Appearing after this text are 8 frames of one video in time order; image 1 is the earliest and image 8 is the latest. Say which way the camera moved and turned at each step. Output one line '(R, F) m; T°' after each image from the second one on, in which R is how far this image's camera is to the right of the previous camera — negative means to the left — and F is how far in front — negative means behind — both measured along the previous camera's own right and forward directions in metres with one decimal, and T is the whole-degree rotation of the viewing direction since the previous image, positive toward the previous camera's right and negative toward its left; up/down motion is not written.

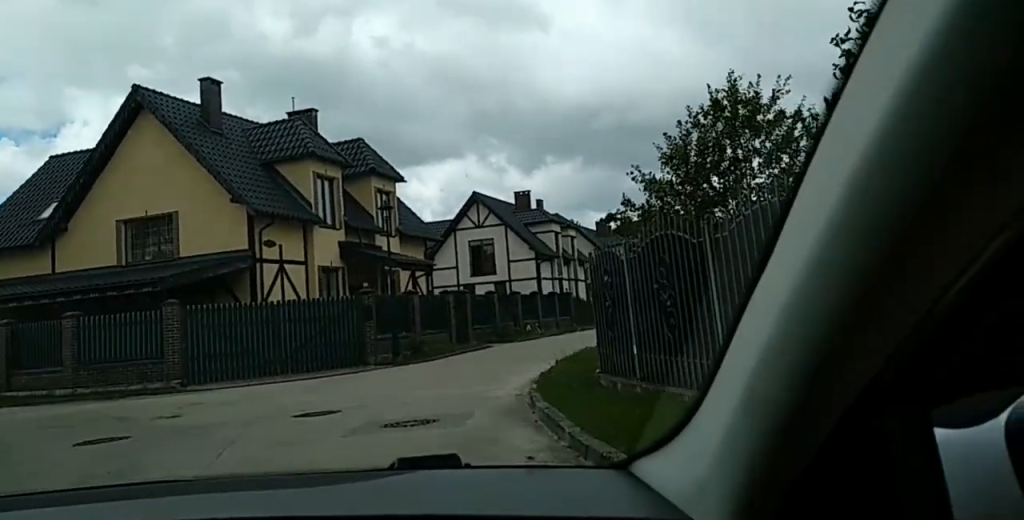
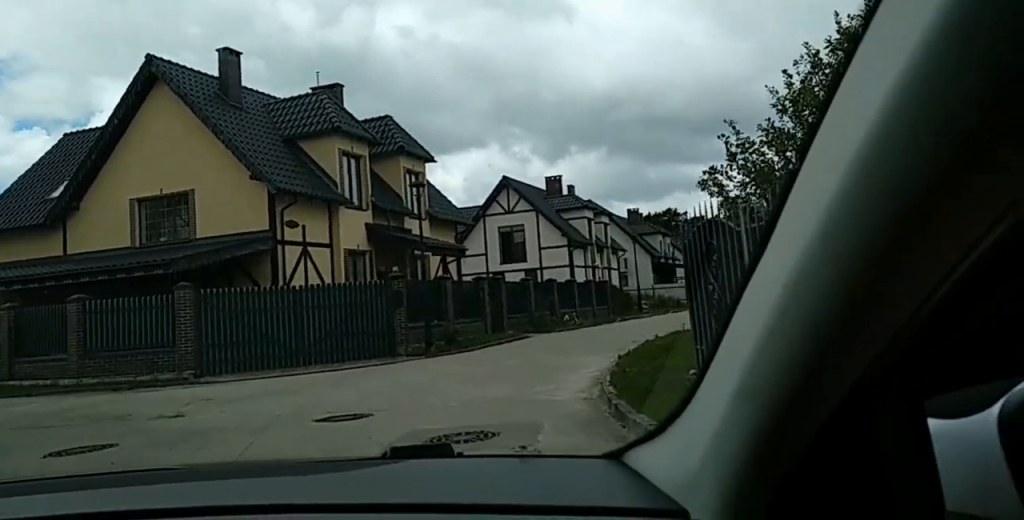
(+0.1, +2.0) m; -1°
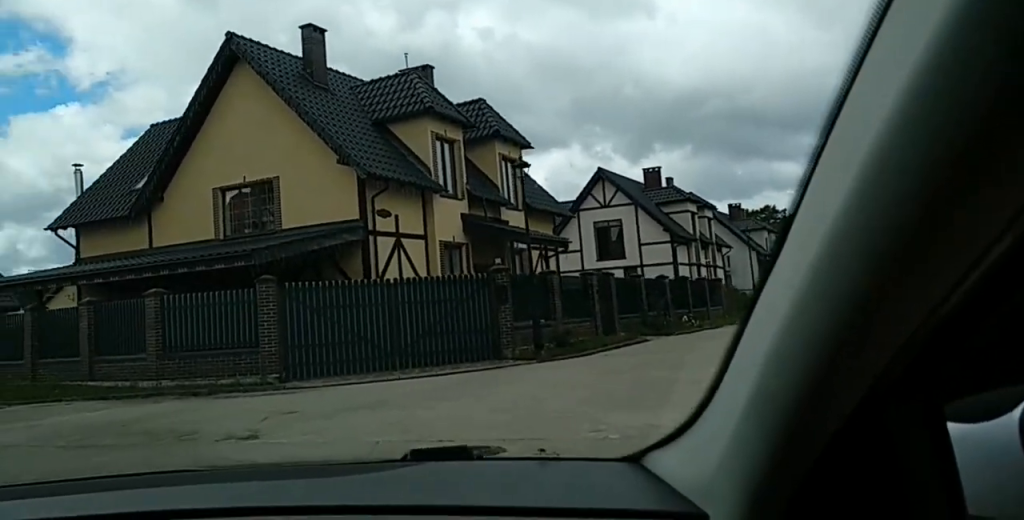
(-0.2, +2.5) m; -9°
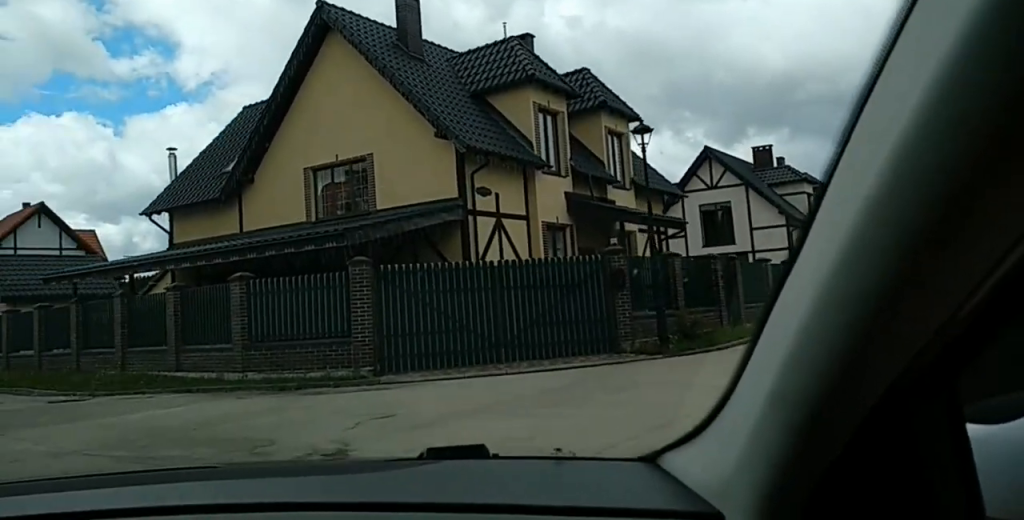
(+0.1, +1.9) m; -7°
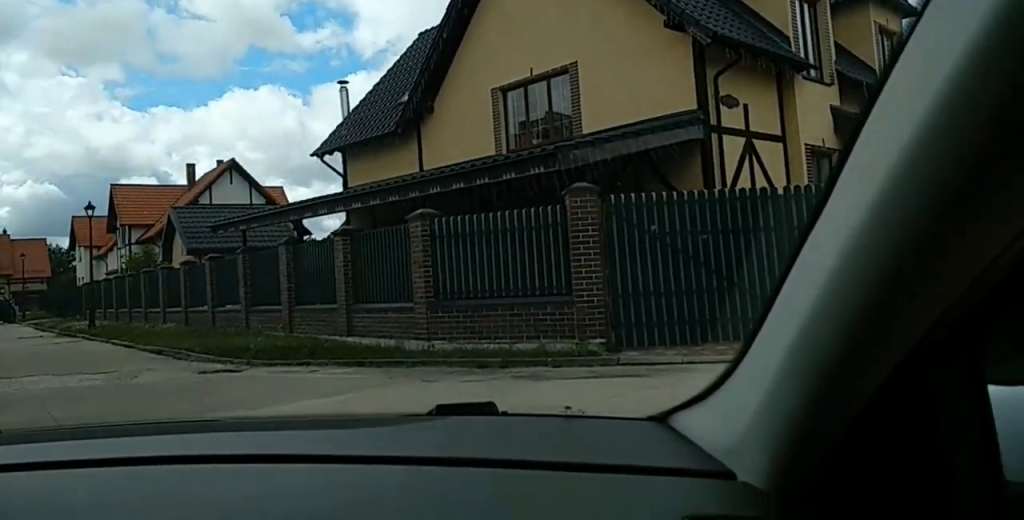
(-0.8, +4.0) m; -14°
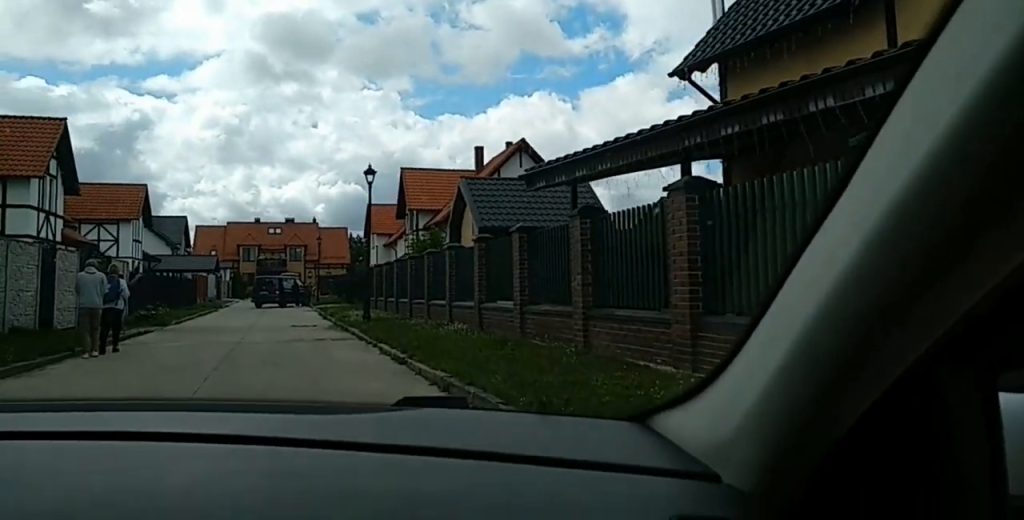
(-0.3, +8.2) m; -4°
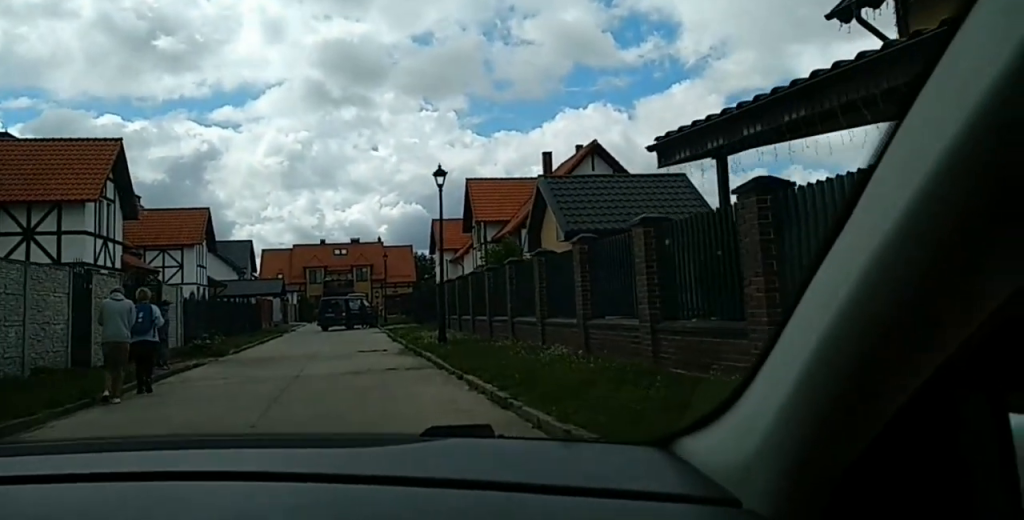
(-0.1, +3.3) m; -5°
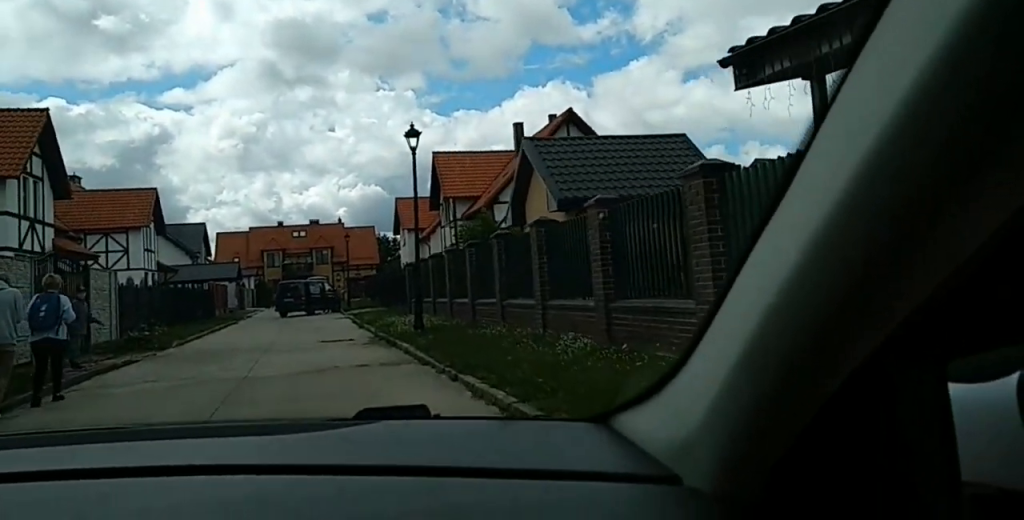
(0.0, +2.8) m; -5°
